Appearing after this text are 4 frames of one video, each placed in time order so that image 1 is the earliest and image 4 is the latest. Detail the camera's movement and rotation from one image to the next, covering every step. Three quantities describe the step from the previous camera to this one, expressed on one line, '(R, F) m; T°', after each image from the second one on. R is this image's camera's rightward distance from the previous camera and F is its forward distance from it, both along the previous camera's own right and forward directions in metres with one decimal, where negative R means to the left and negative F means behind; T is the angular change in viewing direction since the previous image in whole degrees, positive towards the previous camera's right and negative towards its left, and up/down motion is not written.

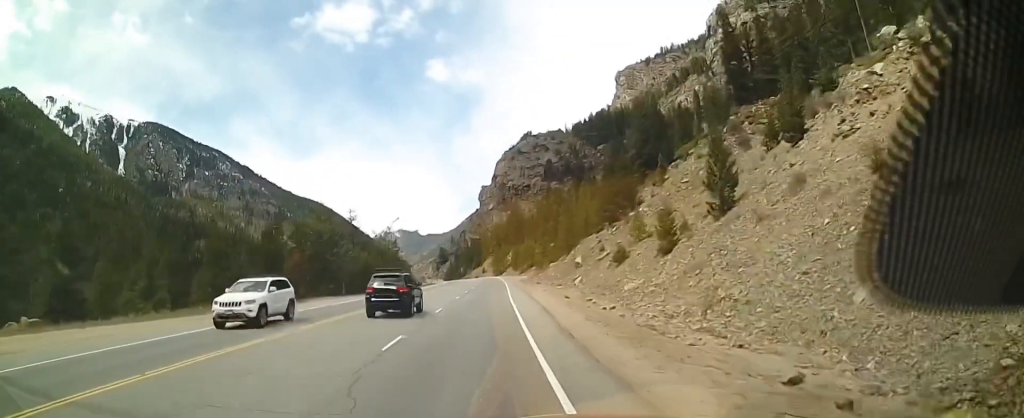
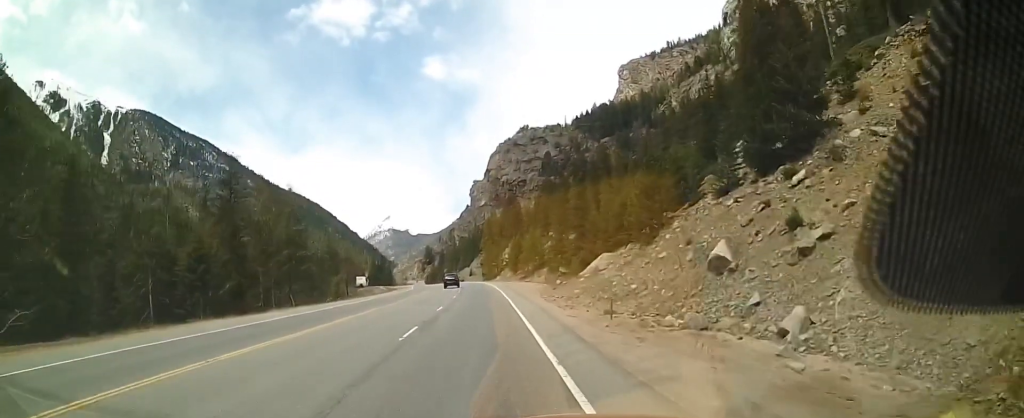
(+0.8, +46.6) m; 0°
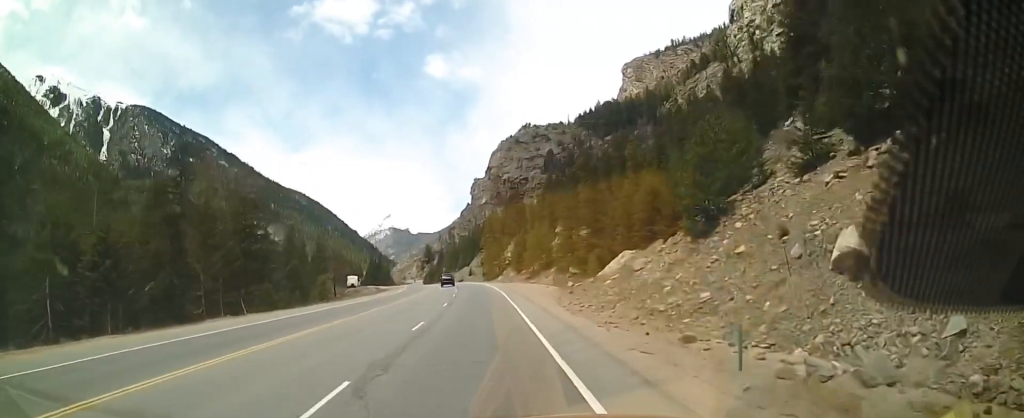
(-0.2, +10.1) m; 0°
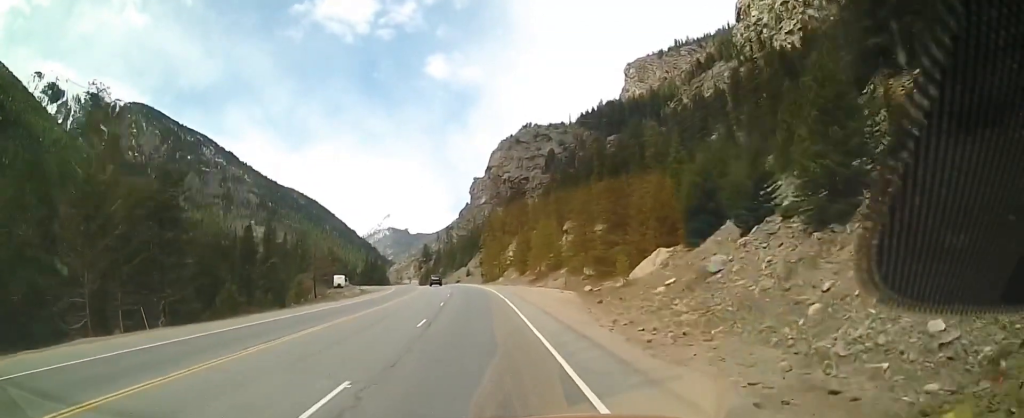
(+0.1, +11.8) m; 0°
